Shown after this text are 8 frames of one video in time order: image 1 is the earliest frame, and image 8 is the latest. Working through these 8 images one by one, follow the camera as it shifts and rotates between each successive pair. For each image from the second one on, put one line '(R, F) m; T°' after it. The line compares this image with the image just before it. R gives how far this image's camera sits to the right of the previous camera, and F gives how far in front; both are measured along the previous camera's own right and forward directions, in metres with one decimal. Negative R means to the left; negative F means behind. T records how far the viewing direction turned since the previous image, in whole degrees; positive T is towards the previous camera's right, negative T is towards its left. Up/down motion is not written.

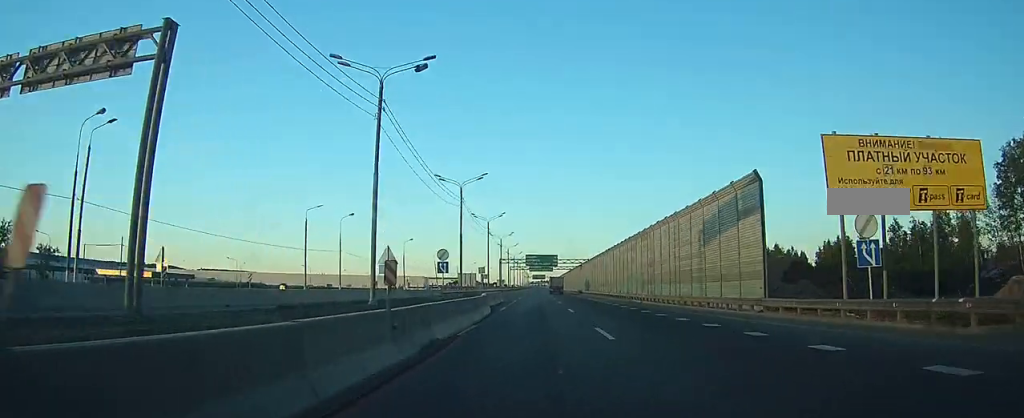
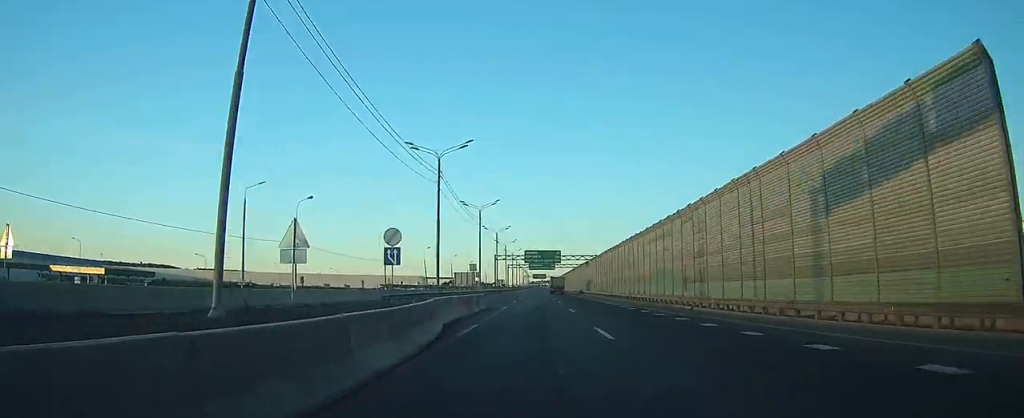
(0.0, +15.9) m; 0°
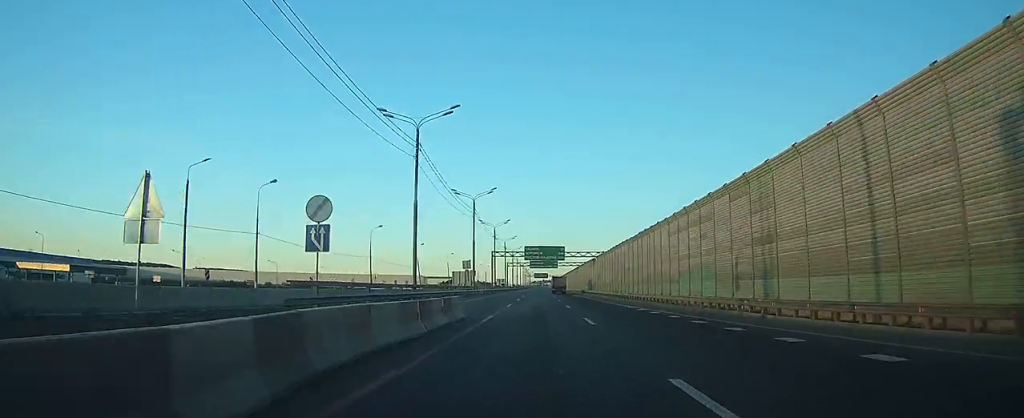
(0.0, +10.4) m; 0°
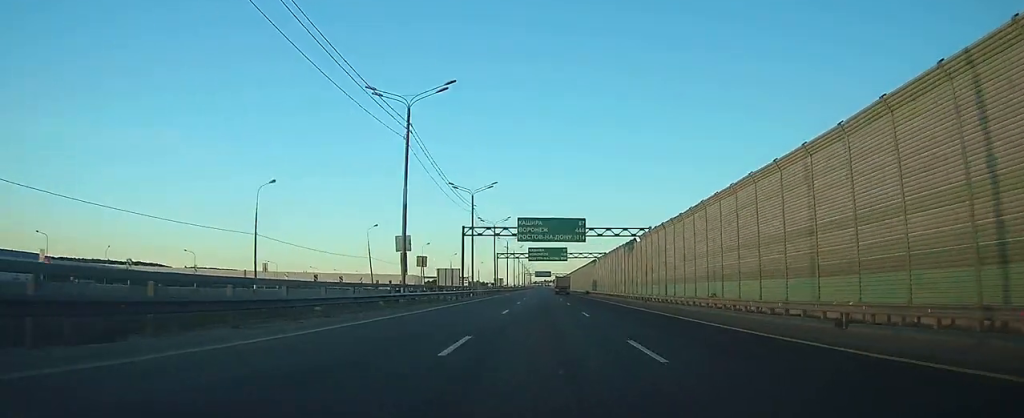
(-0.1, +41.8) m; 0°
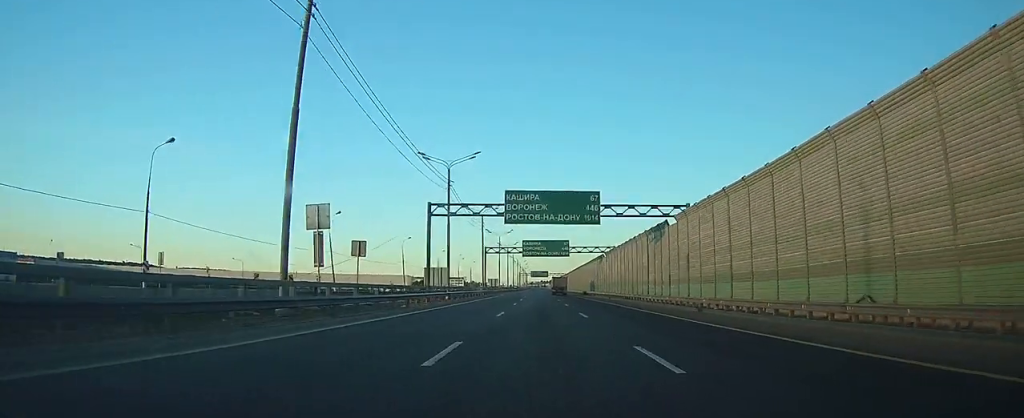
(-0.1, +17.0) m; 0°
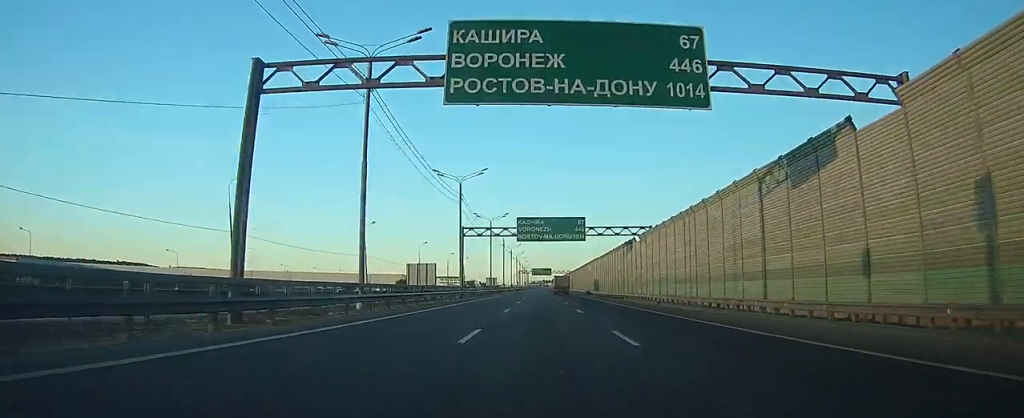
(+0.1, +28.0) m; 0°
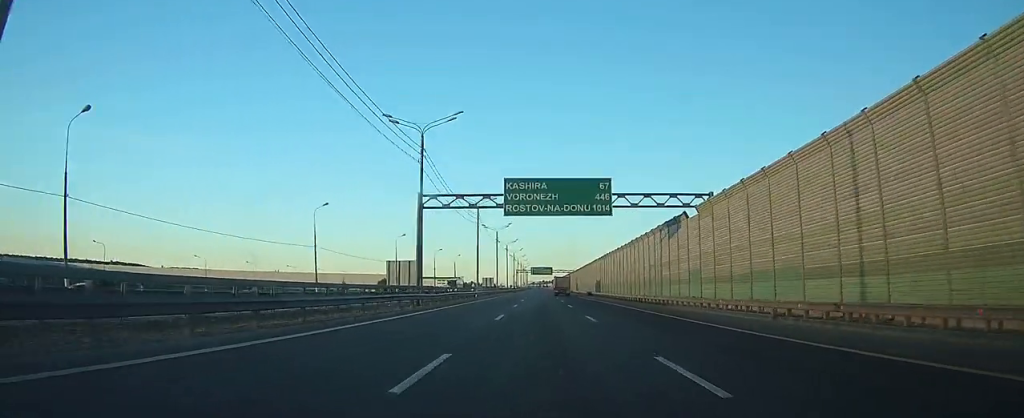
(+0.1, +21.6) m; 0°
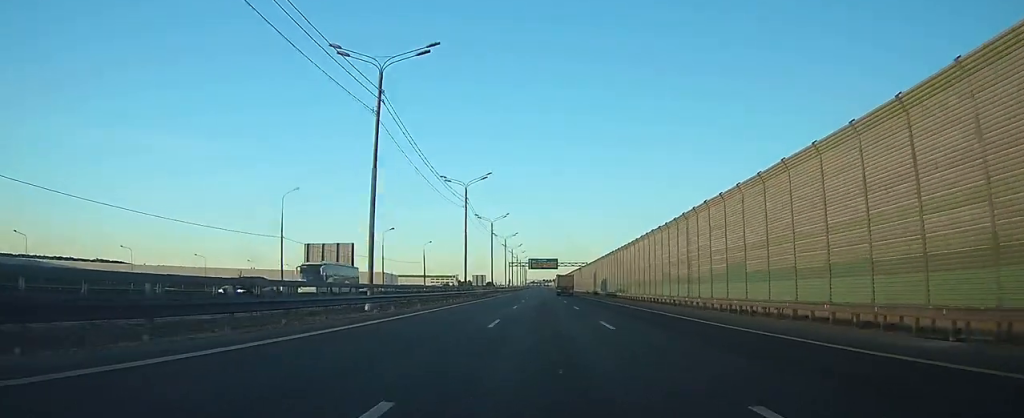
(-0.4, +51.6) m; 0°
